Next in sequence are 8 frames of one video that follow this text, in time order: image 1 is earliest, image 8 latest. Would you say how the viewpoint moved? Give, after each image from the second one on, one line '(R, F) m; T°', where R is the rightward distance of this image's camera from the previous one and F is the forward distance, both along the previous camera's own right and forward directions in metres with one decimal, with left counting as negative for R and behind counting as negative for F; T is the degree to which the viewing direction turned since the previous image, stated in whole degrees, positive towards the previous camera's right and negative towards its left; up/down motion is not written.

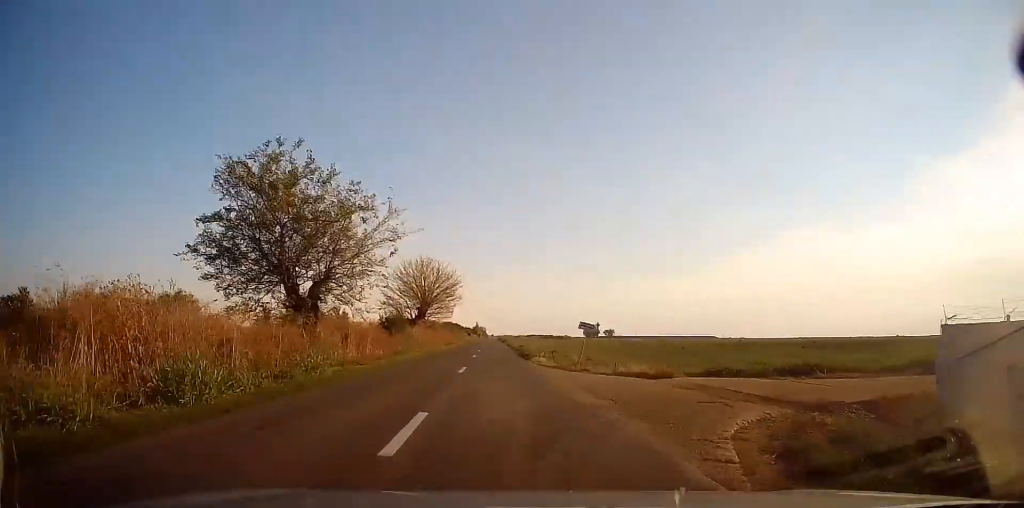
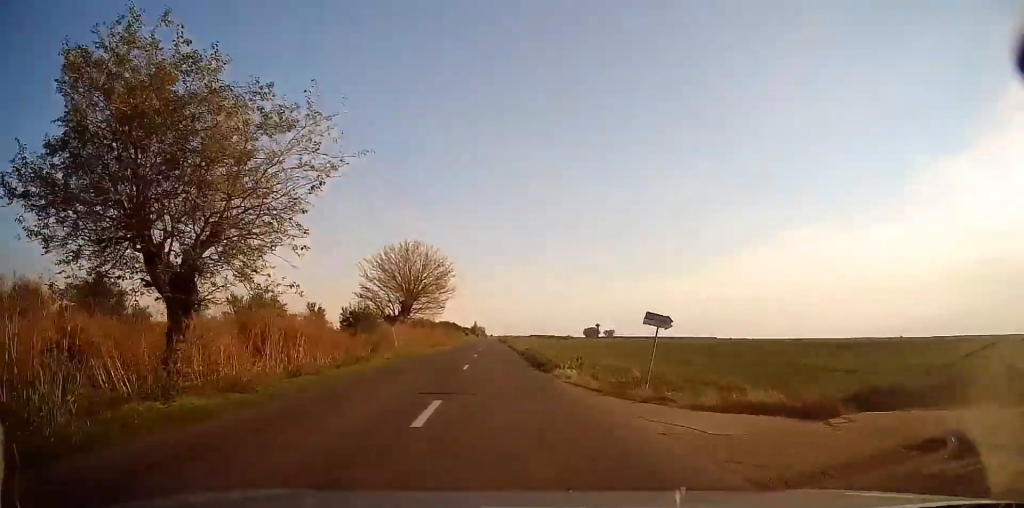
(-0.2, +10.4) m; 0°
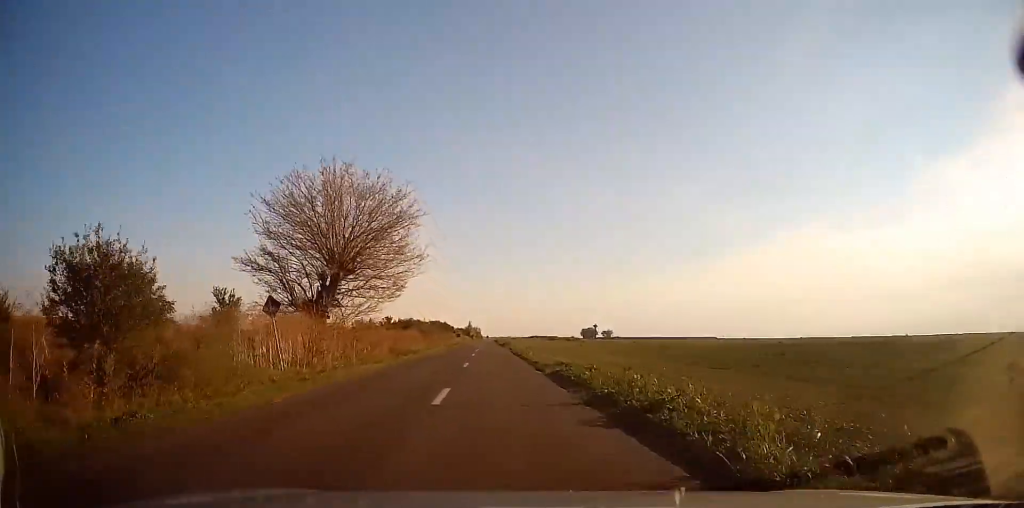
(+0.4, +21.4) m; 0°
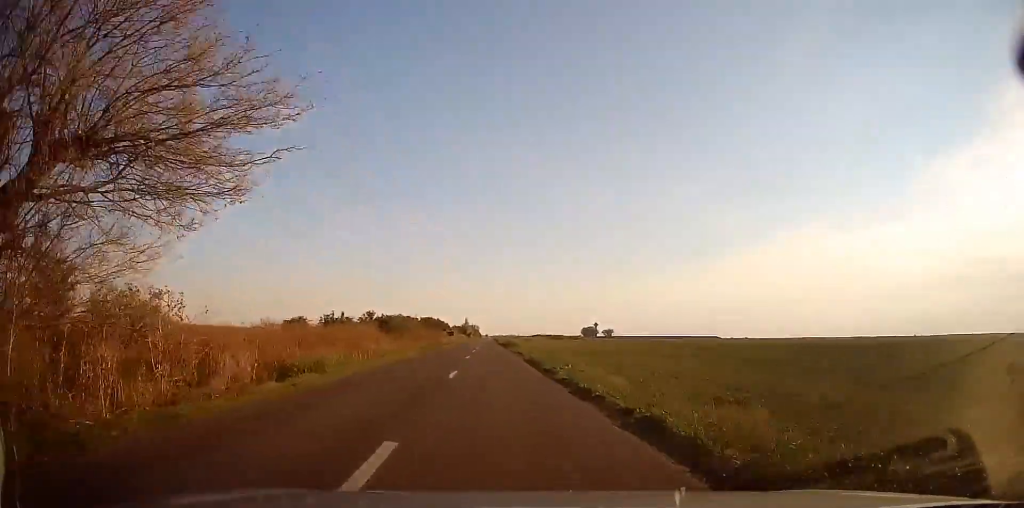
(-0.1, +19.0) m; 0°
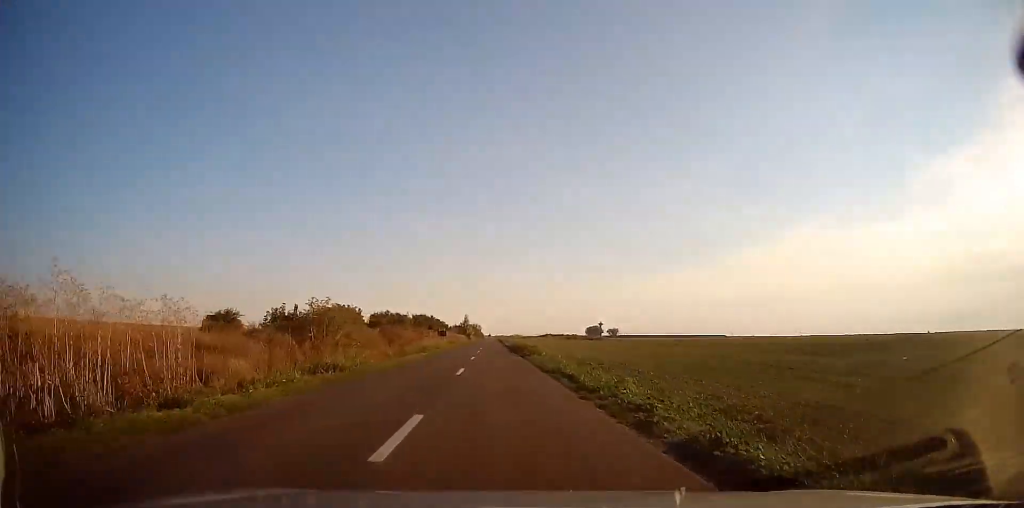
(0.0, +22.0) m; 0°
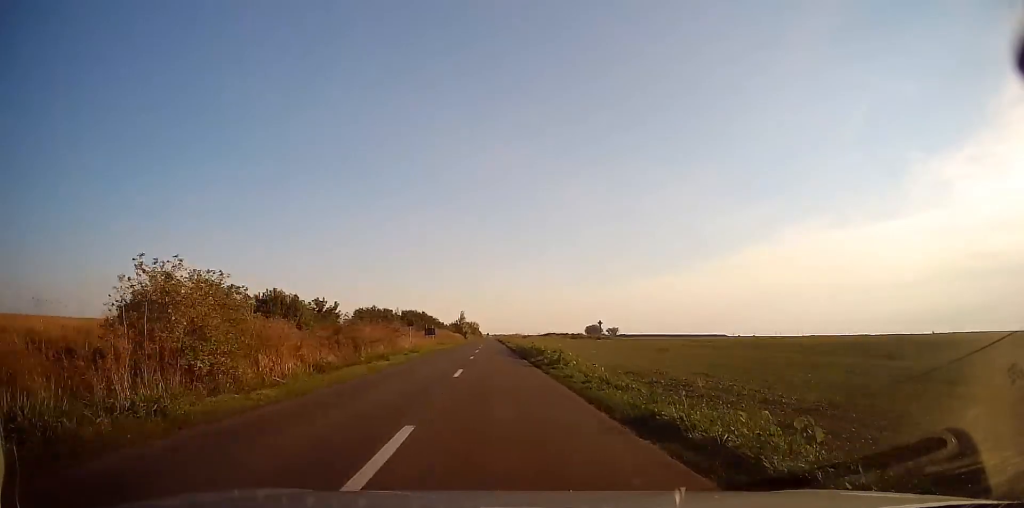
(-0.1, +12.8) m; +1°
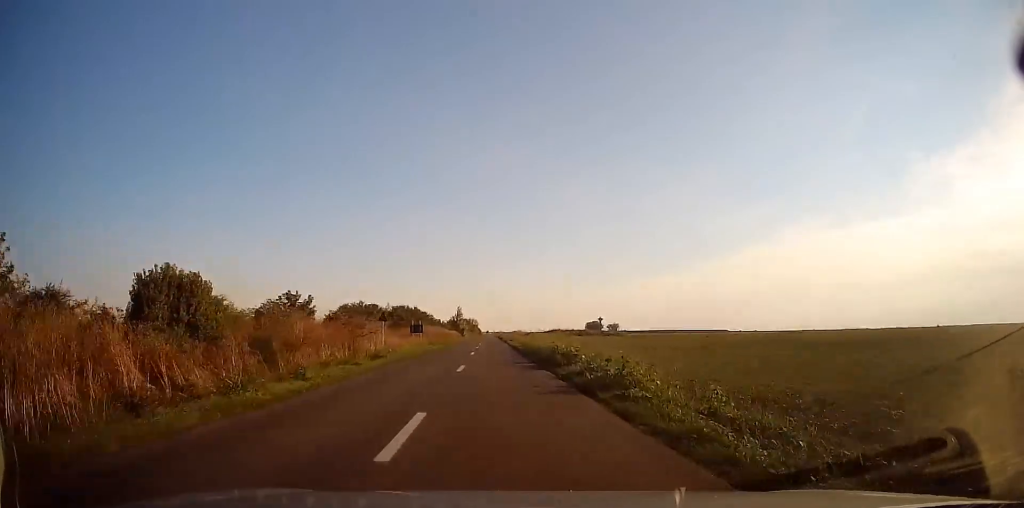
(+0.1, +11.1) m; 0°
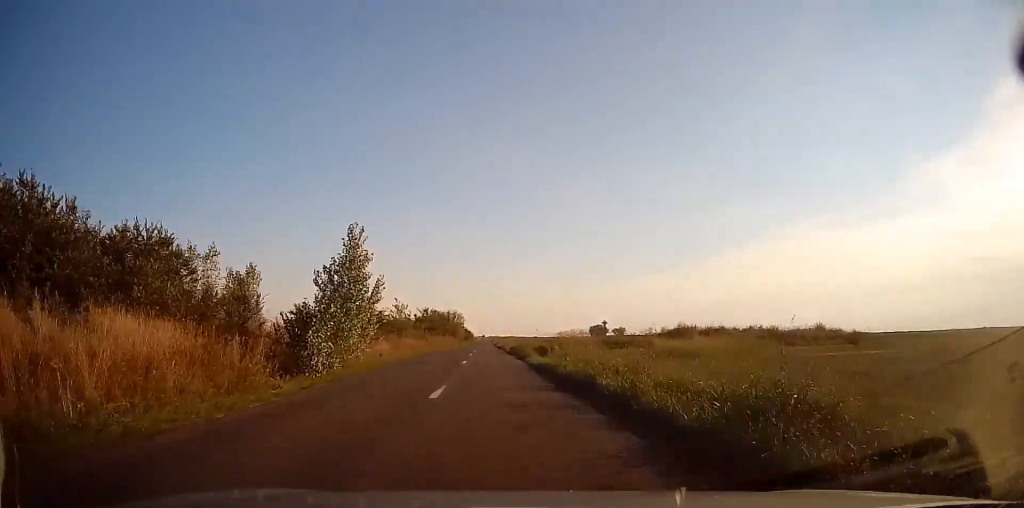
(-0.8, +91.1) m; 0°
